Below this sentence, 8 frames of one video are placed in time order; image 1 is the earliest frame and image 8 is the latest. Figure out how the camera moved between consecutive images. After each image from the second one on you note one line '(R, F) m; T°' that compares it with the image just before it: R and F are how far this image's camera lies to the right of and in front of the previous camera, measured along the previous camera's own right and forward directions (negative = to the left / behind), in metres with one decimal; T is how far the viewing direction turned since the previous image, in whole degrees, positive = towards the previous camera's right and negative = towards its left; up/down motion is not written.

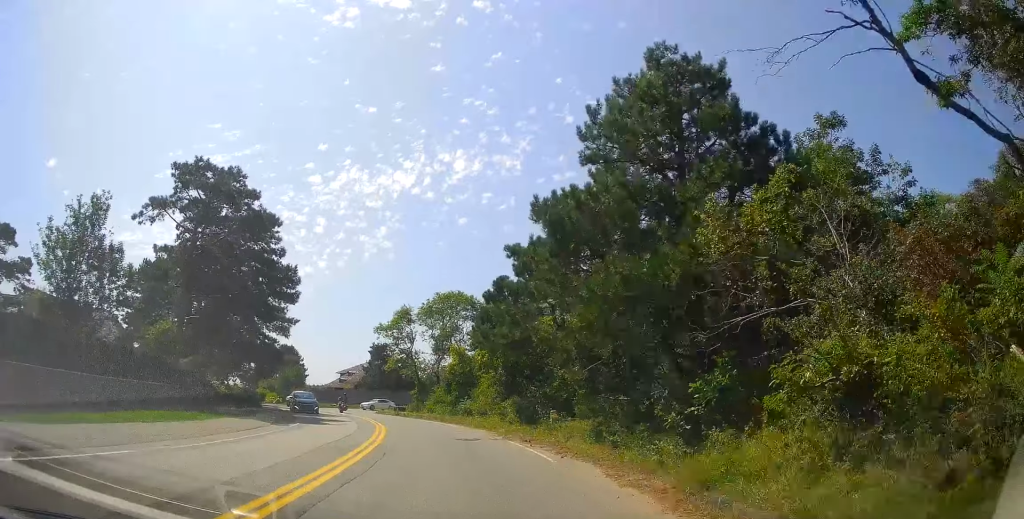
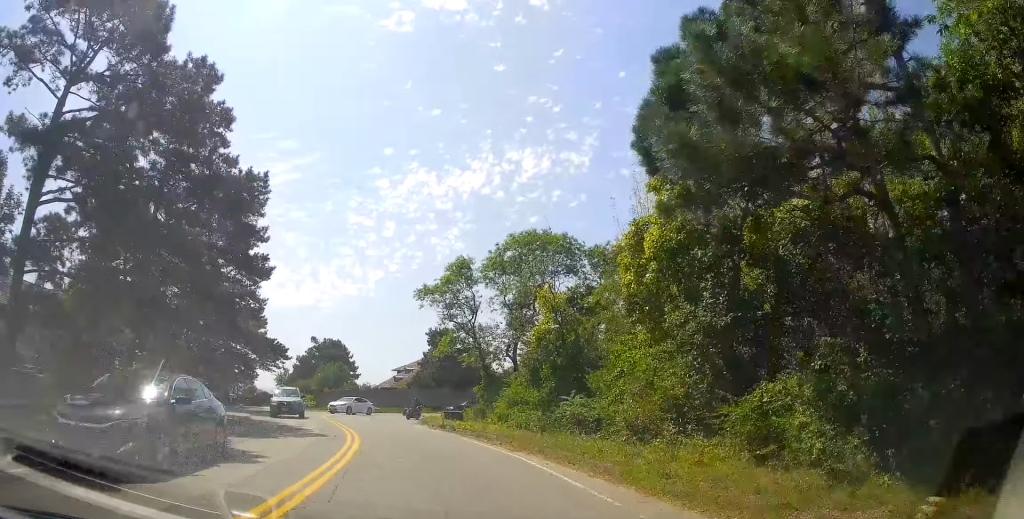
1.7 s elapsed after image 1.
(-0.3, +20.3) m; -5°
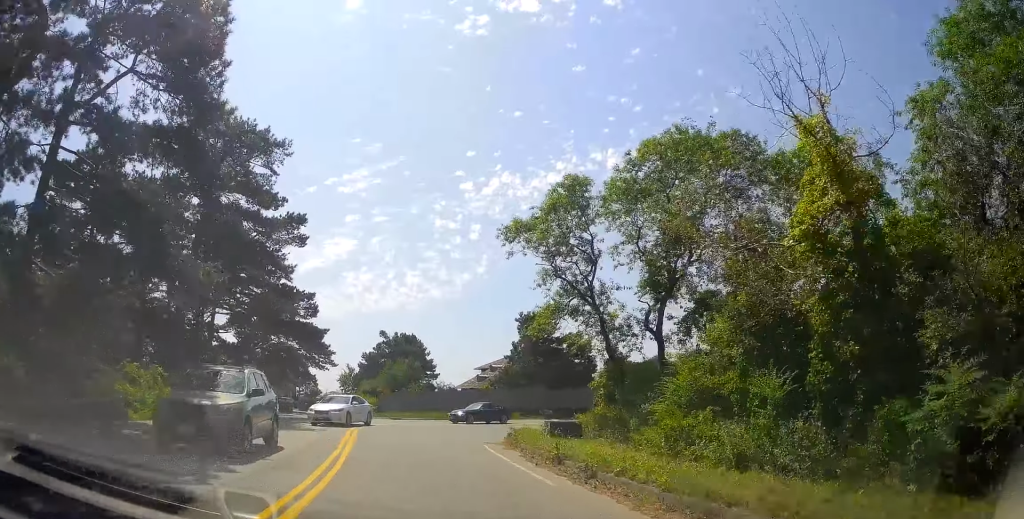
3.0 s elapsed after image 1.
(-0.3, +13.9) m; -5°
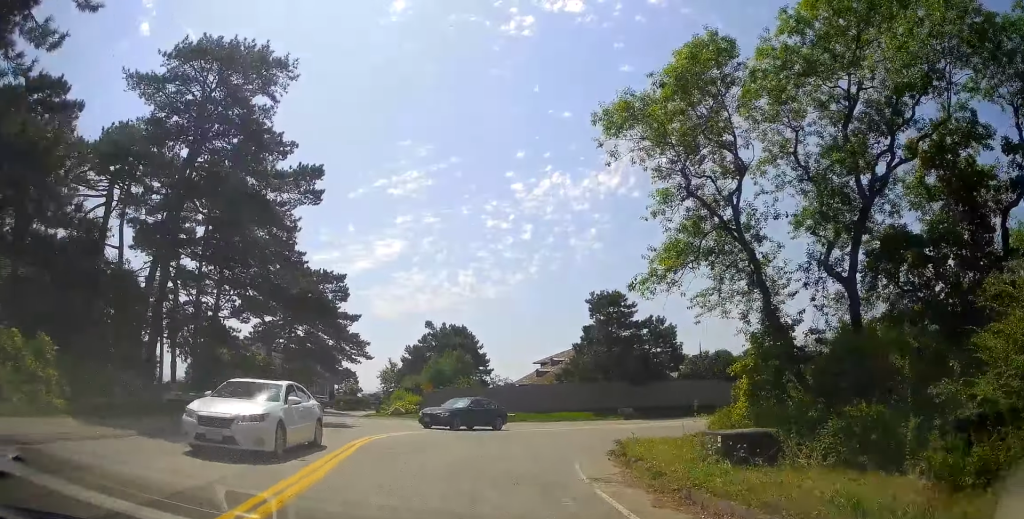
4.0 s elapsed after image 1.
(-0.6, +10.2) m; -4°
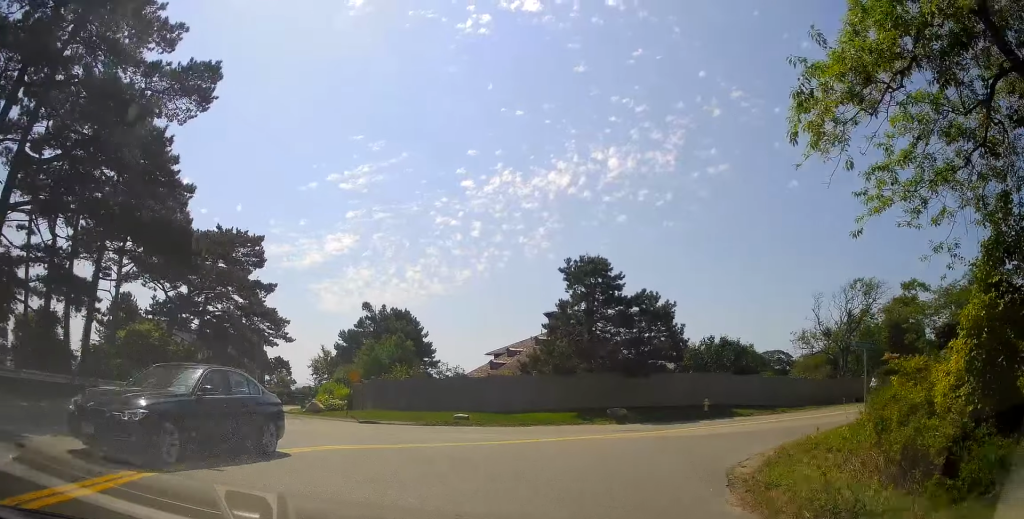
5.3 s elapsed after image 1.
(-0.4, +11.8) m; -5°
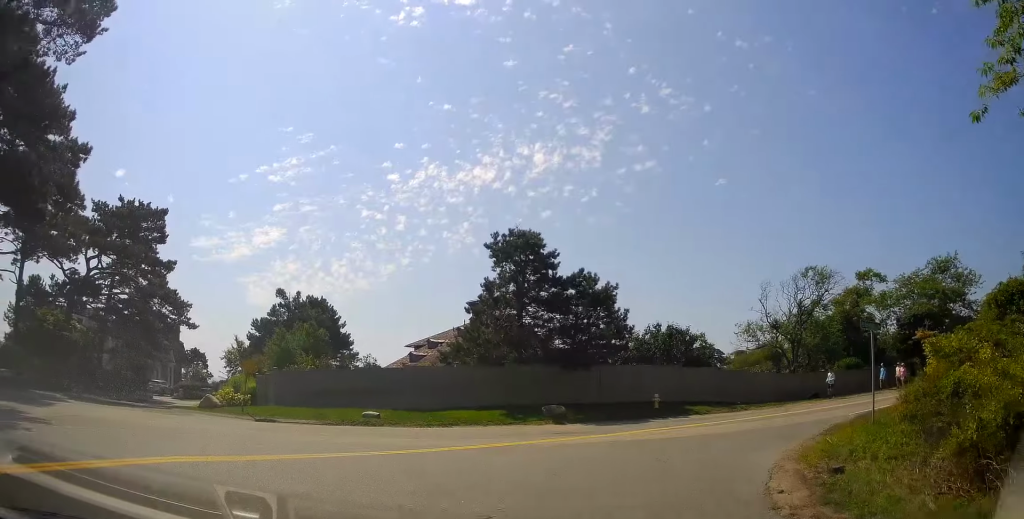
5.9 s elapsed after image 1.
(-0.3, +5.1) m; -2°
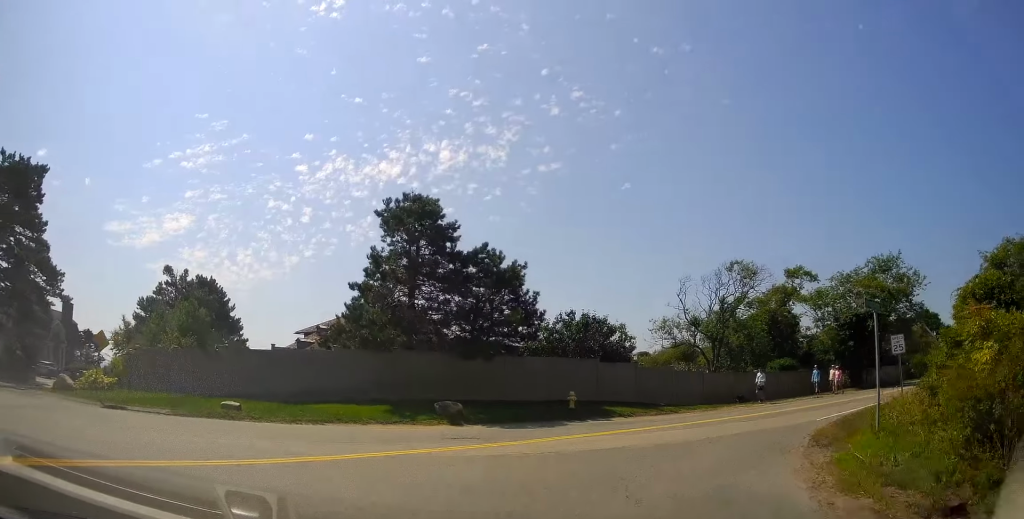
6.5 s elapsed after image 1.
(0.0, +4.9) m; +7°
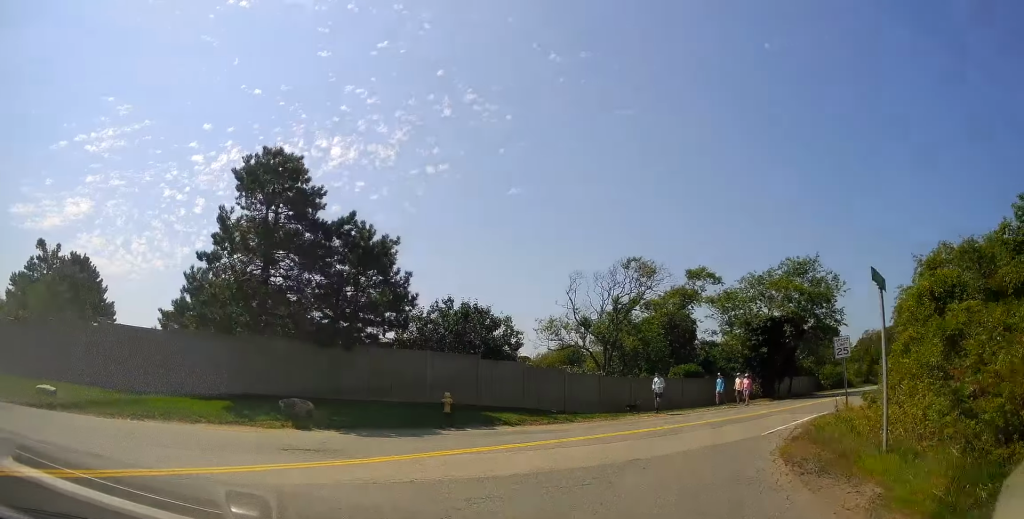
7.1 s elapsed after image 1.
(+0.2, +4.4) m; +9°
